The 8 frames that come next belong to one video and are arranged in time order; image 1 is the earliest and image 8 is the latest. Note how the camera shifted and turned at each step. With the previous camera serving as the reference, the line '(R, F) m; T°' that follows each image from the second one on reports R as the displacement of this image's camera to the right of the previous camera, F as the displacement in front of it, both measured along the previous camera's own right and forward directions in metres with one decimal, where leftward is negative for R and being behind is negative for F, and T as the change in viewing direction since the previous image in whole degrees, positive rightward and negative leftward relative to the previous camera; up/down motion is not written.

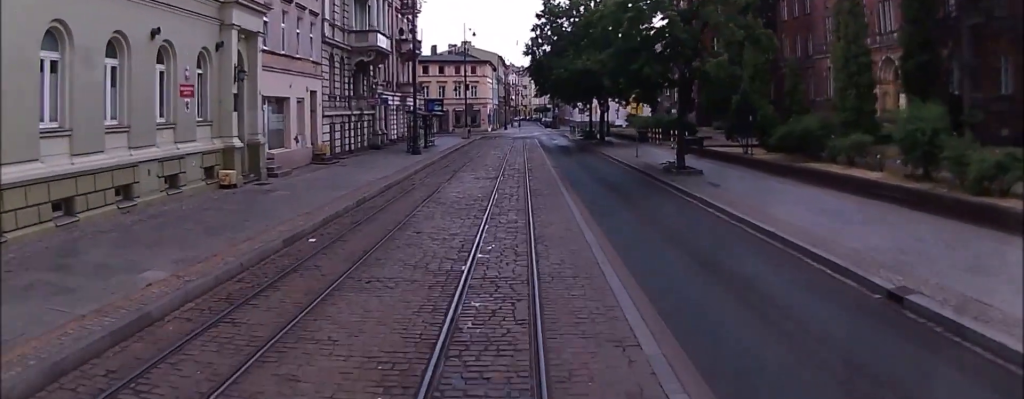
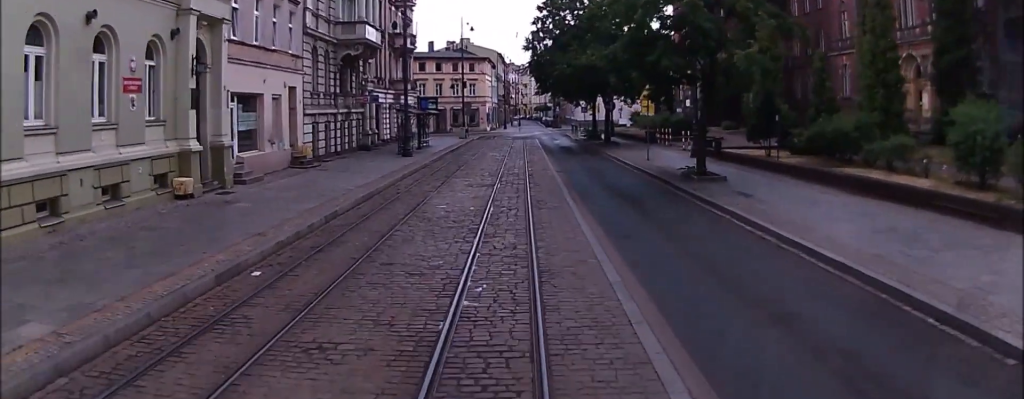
(-0.2, +3.2) m; -1°
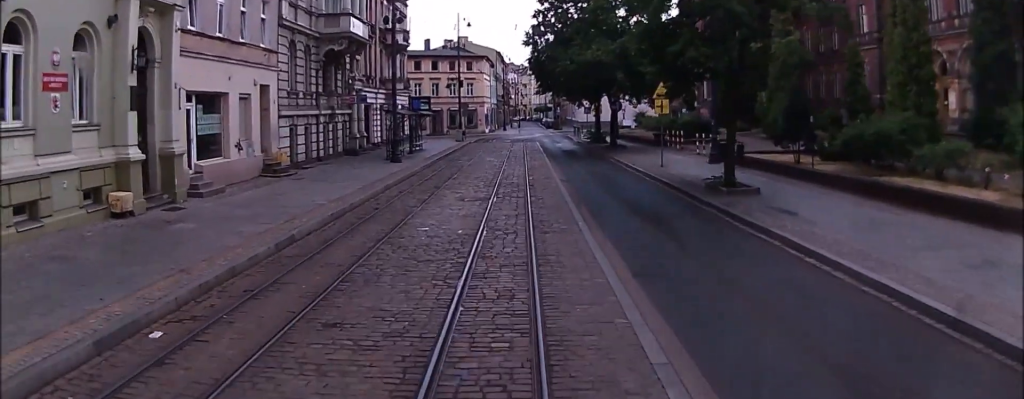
(-0.1, +3.4) m; 0°
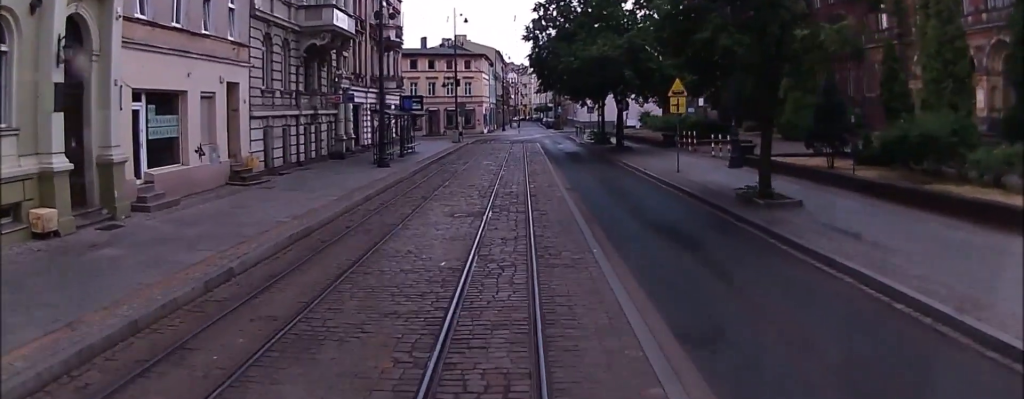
(+0.1, +3.3) m; 0°
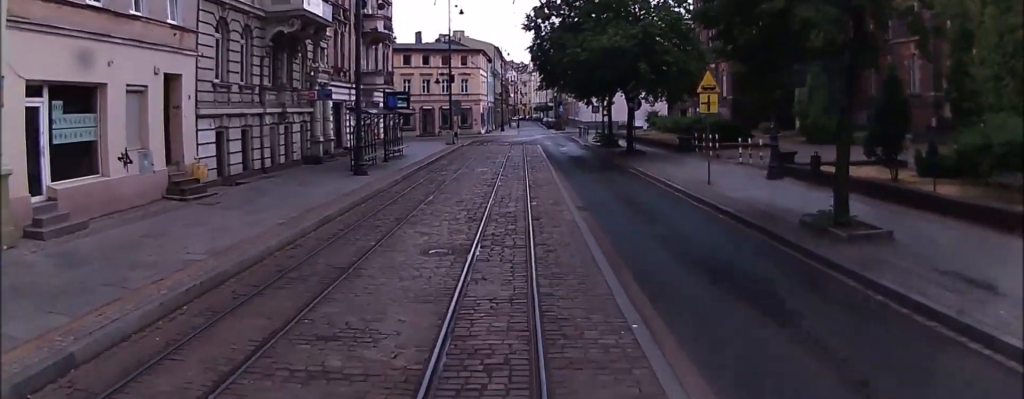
(+0.1, +4.7) m; 0°
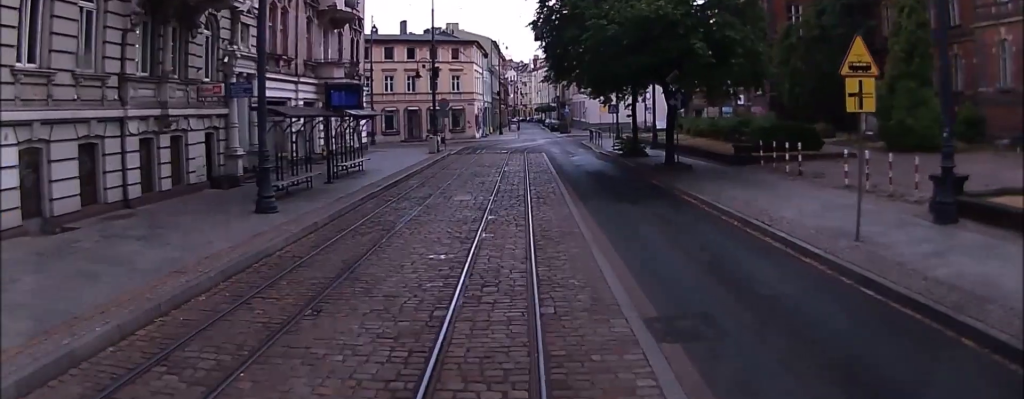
(0.0, +10.5) m; 0°
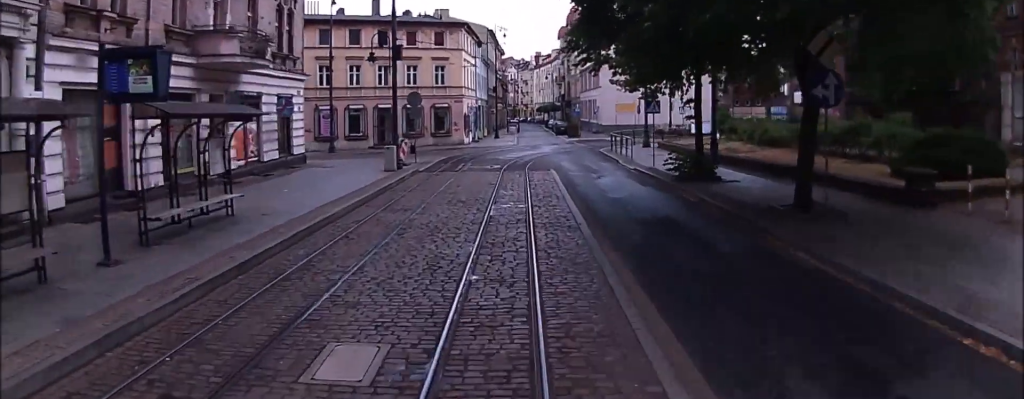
(-0.3, +13.5) m; -2°
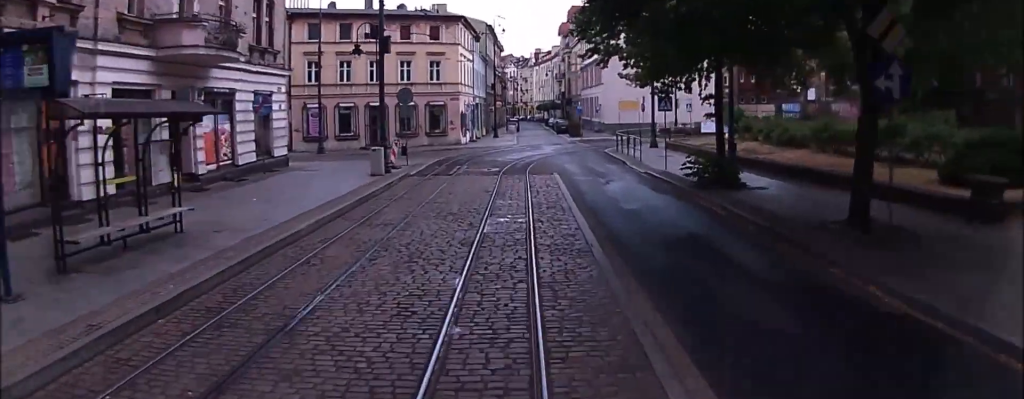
(0.0, +2.6) m; +1°
